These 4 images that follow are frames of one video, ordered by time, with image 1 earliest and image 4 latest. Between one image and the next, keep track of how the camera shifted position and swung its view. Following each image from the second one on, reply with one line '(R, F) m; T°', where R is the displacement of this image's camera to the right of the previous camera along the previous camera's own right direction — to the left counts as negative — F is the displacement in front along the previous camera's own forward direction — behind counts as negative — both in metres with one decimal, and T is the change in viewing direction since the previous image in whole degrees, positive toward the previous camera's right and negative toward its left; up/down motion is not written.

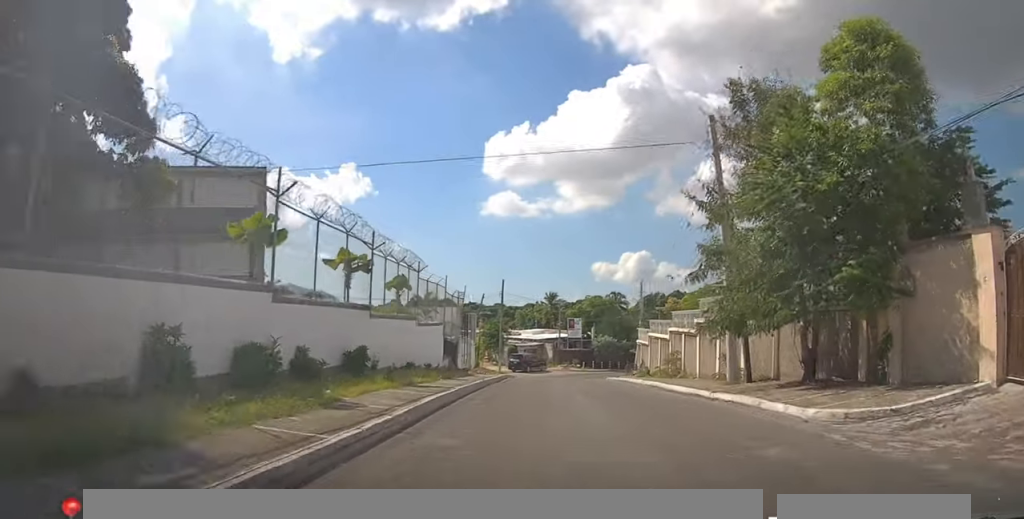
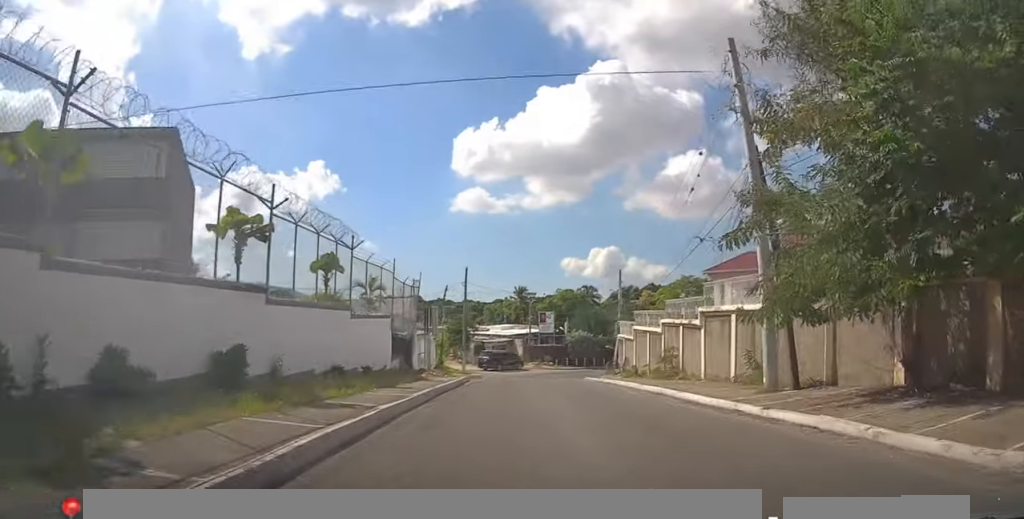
(+0.3, +5.2) m; +3°
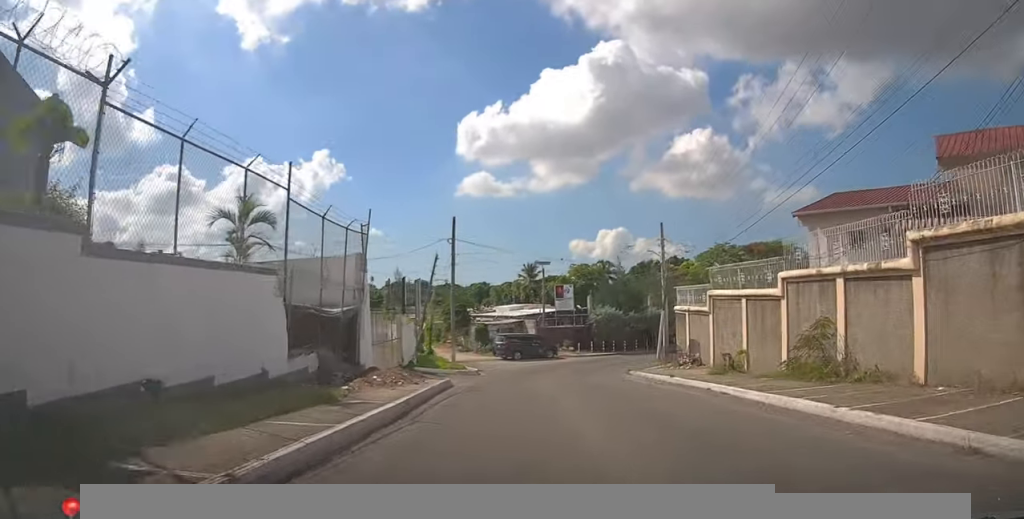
(+0.4, +12.4) m; +2°
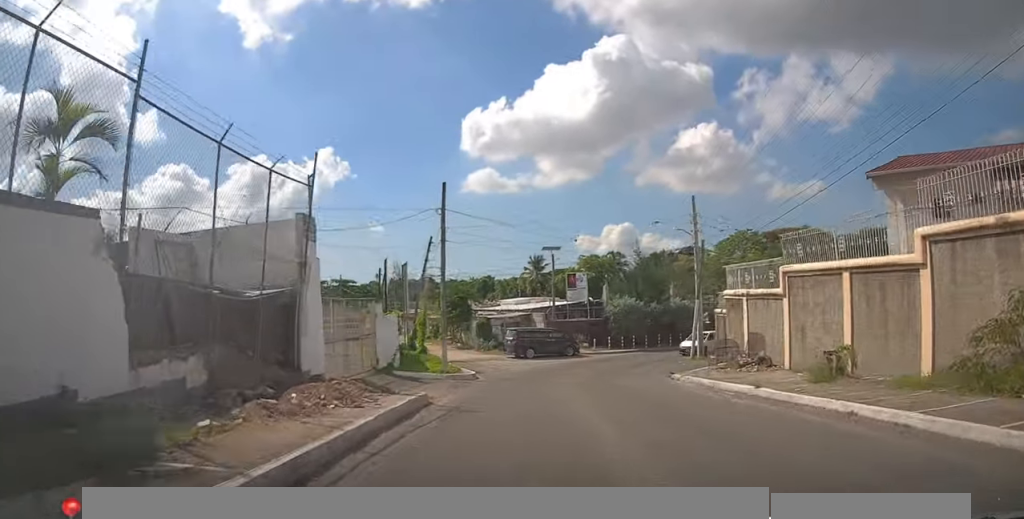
(0.0, +5.8) m; -1°
